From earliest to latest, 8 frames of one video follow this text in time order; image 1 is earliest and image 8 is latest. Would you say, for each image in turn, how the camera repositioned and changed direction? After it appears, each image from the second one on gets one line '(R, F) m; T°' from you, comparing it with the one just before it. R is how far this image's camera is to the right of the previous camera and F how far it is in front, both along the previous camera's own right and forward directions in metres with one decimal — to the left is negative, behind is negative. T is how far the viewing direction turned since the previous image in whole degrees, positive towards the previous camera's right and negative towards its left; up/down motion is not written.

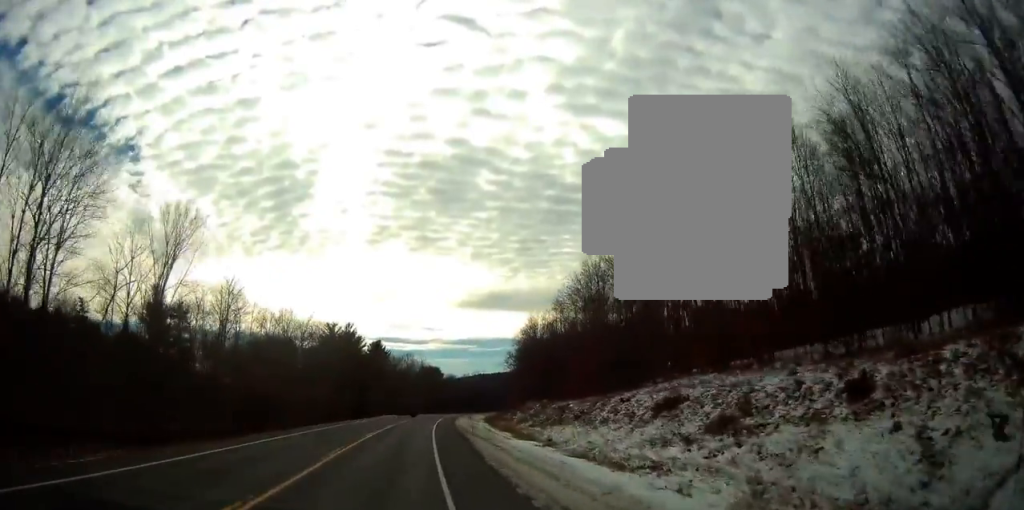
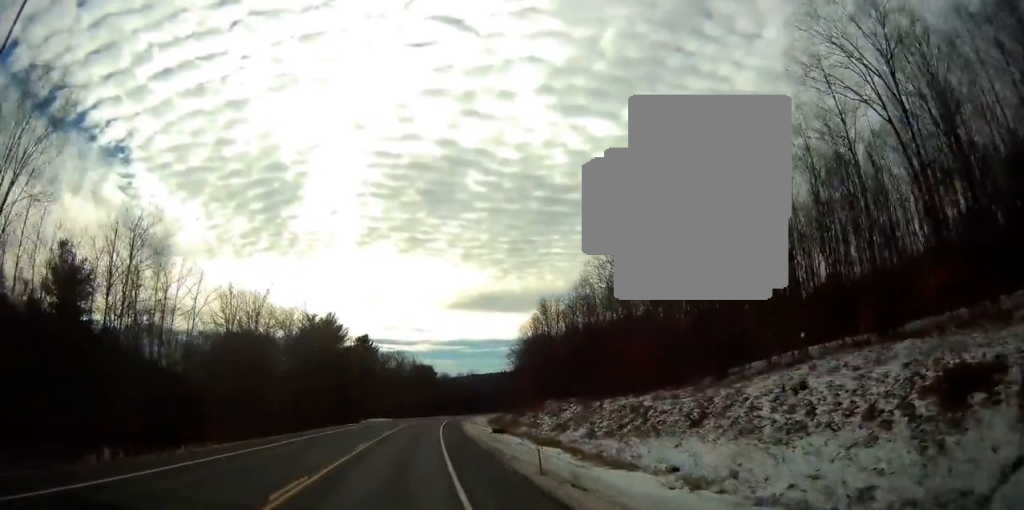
(+0.3, +19.1) m; 0°
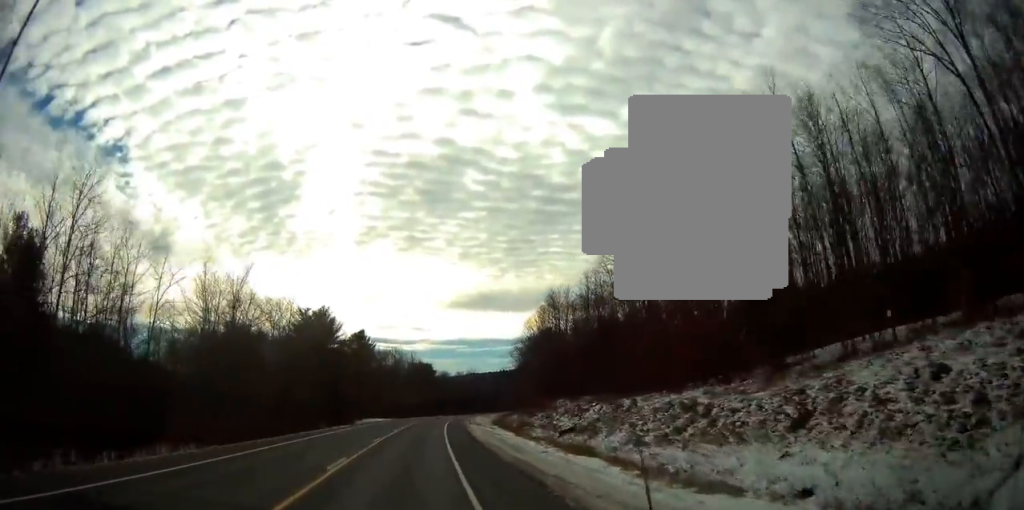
(-0.1, +6.9) m; 0°
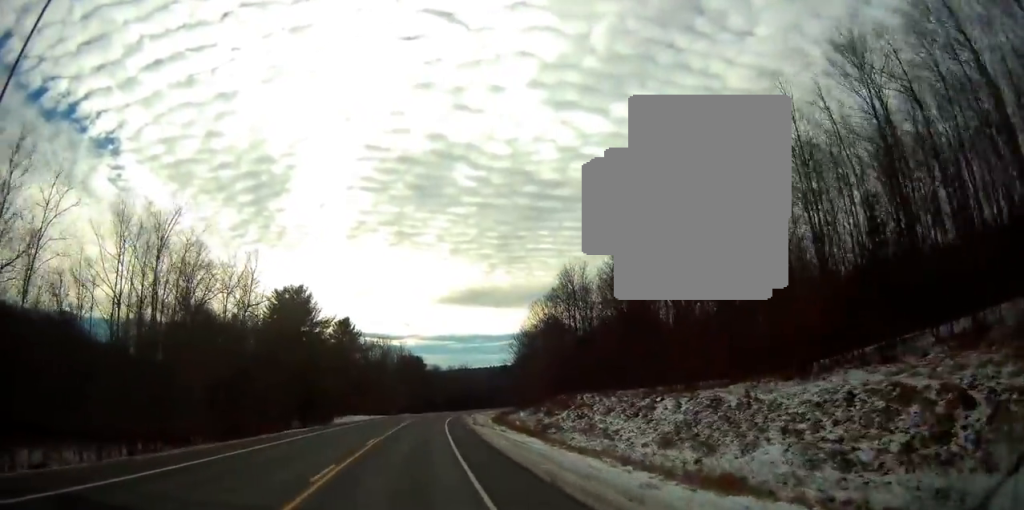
(-0.1, +14.3) m; +1°
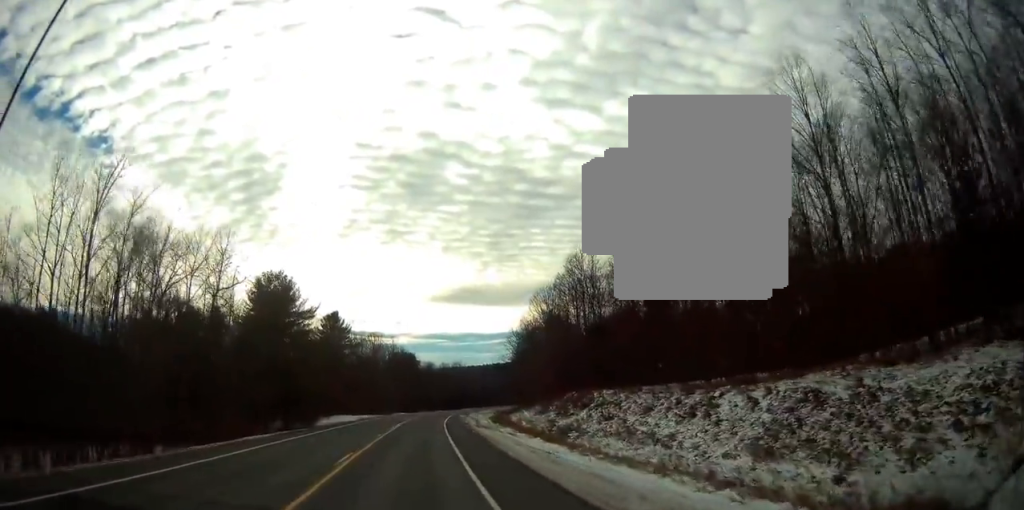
(+0.3, +7.6) m; +2°
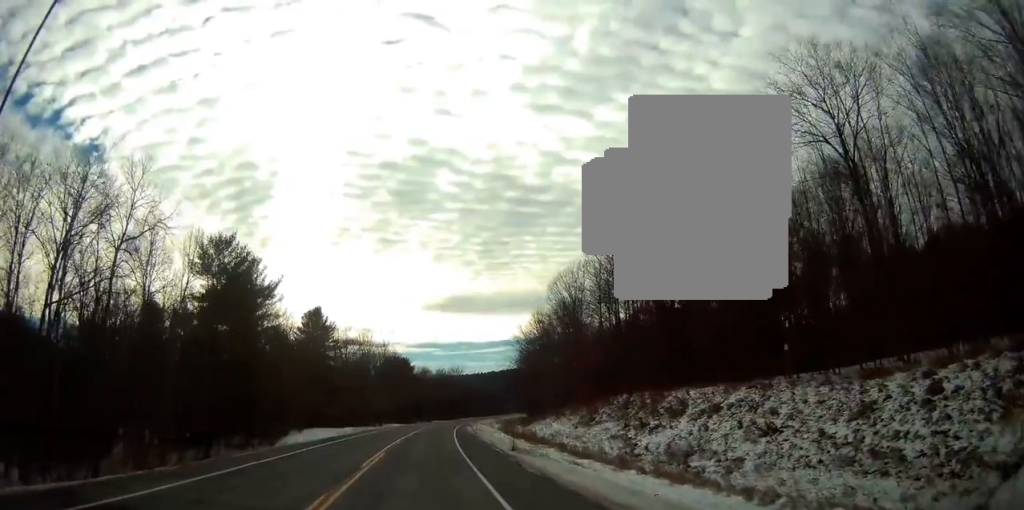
(-0.5, +19.0) m; -1°
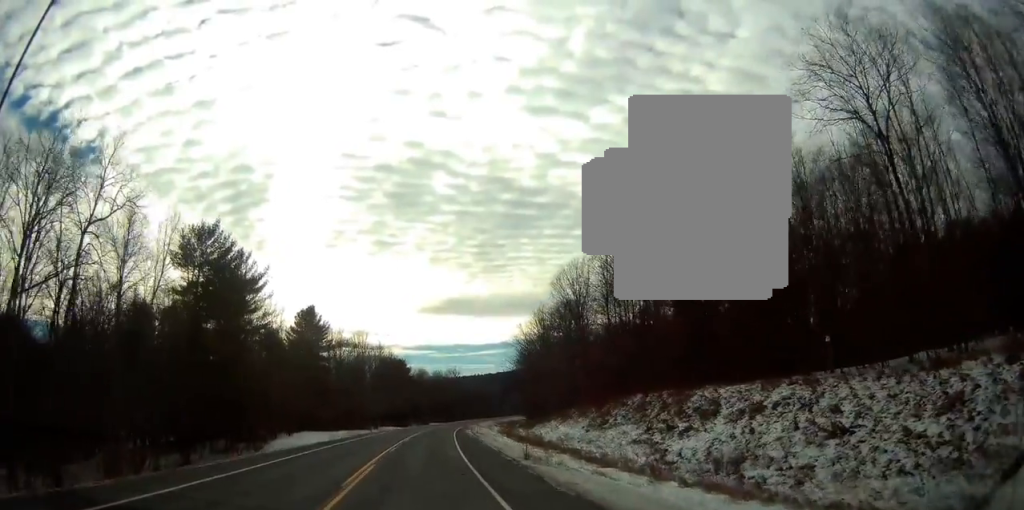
(0.0, +4.2) m; +1°
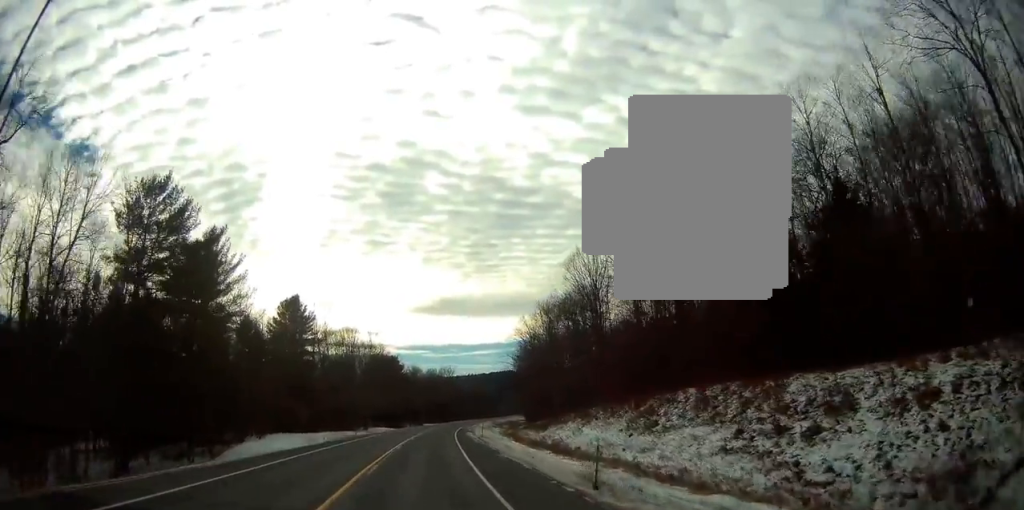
(+0.1, +10.5) m; +3°
